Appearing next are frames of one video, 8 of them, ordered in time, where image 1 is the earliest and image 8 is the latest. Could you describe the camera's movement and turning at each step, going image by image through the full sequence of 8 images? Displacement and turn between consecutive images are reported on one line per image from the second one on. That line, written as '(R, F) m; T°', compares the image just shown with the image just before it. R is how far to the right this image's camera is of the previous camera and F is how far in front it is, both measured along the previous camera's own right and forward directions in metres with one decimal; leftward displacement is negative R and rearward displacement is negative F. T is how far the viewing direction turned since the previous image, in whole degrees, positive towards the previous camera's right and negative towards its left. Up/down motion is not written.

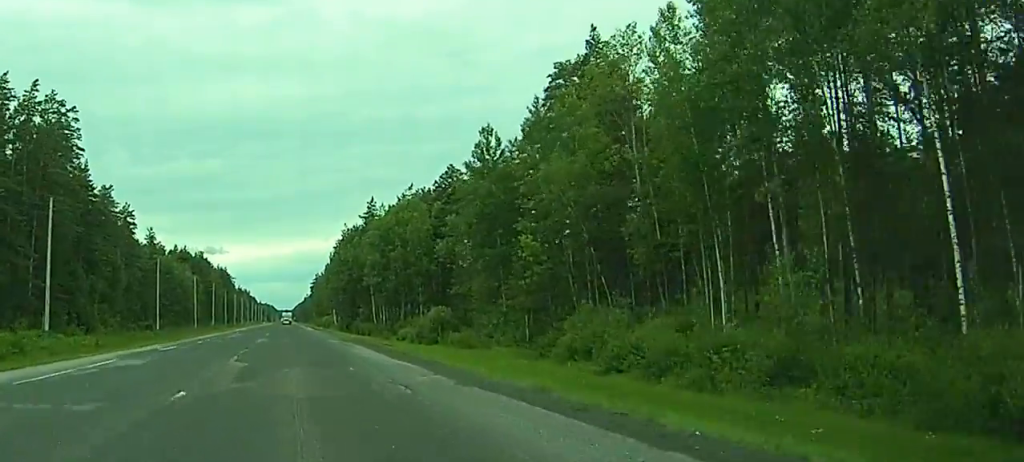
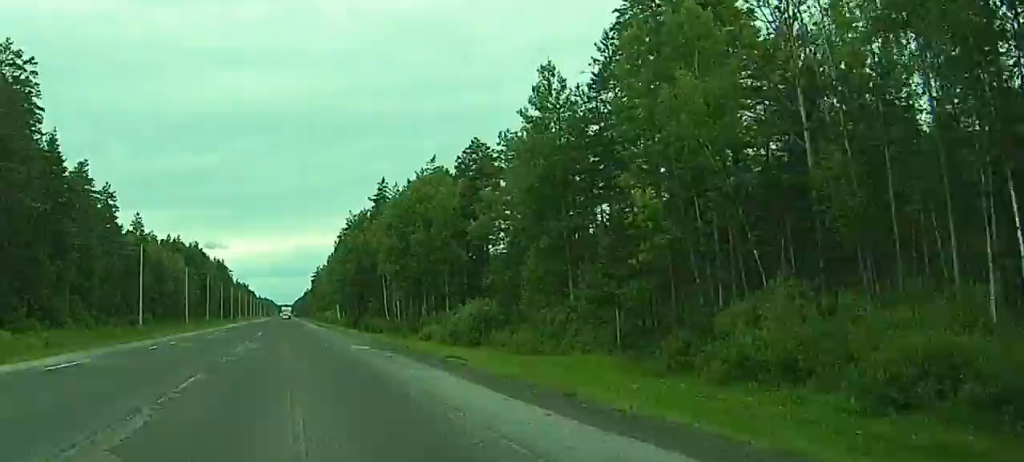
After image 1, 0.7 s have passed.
(0.0, +17.7) m; 0°
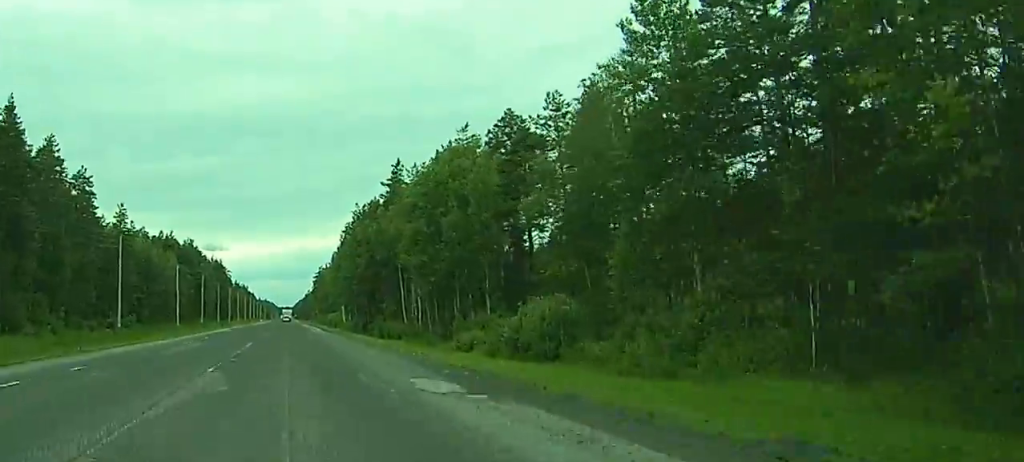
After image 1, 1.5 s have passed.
(+0.1, +17.8) m; 0°
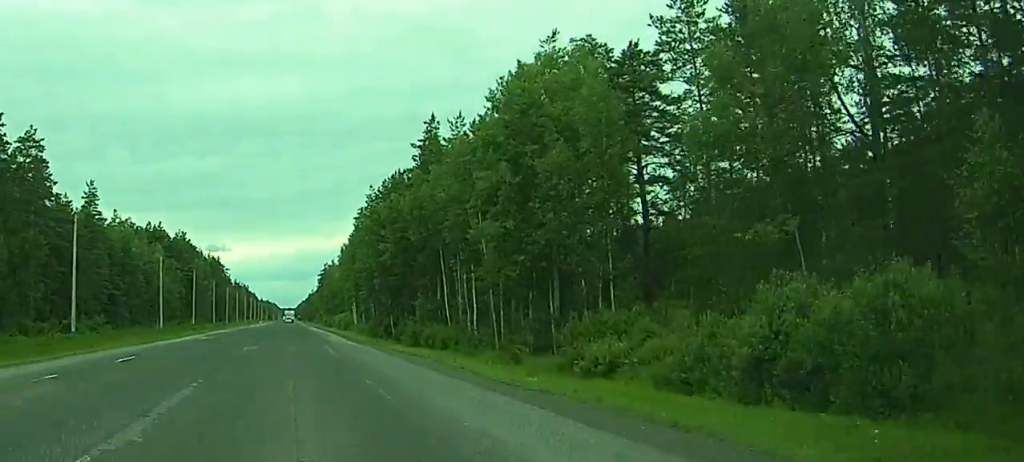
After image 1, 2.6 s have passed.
(-0.2, +26.9) m; 0°
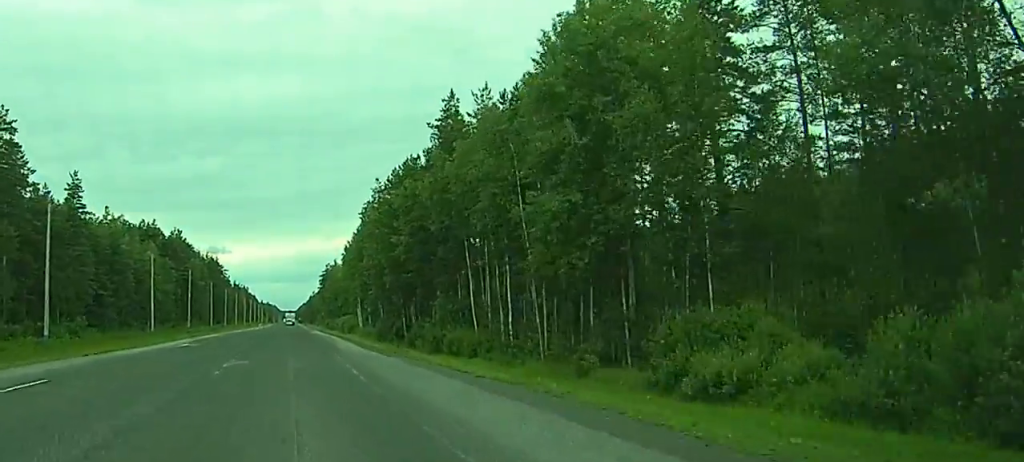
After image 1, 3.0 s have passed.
(0.0, +10.7) m; 0°
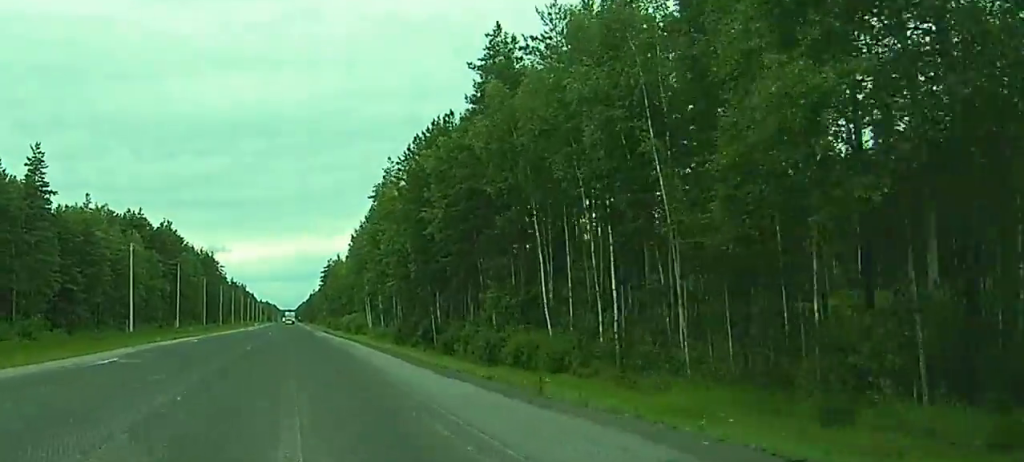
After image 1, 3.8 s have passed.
(0.0, +18.9) m; 0°
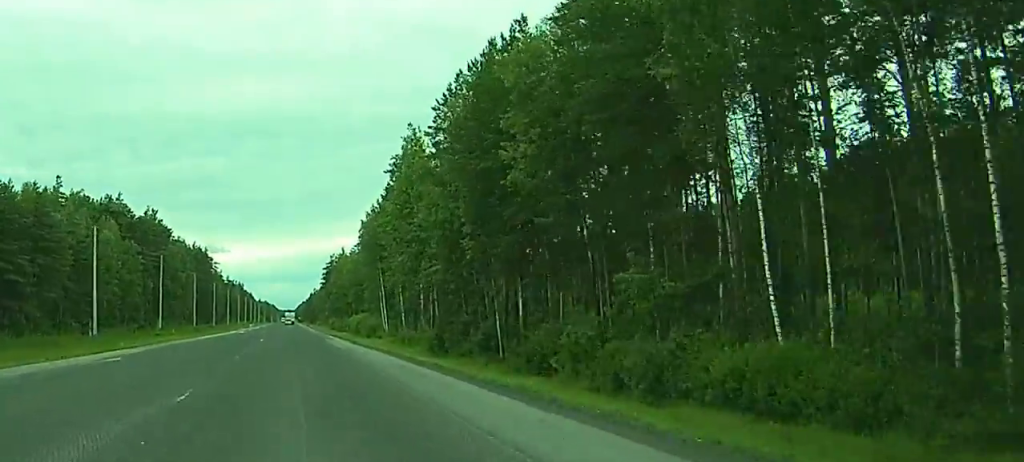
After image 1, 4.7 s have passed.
(+0.1, +23.2) m; 0°
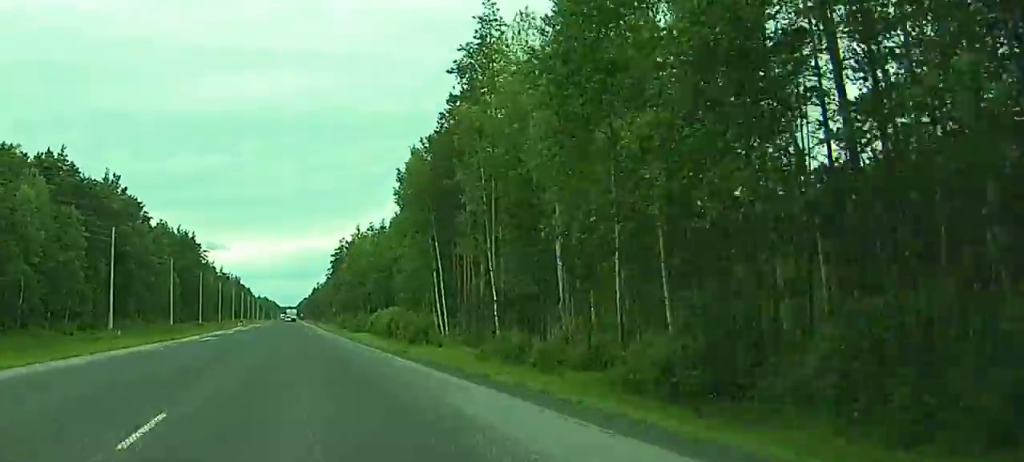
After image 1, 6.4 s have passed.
(0.0, +43.6) m; 0°
